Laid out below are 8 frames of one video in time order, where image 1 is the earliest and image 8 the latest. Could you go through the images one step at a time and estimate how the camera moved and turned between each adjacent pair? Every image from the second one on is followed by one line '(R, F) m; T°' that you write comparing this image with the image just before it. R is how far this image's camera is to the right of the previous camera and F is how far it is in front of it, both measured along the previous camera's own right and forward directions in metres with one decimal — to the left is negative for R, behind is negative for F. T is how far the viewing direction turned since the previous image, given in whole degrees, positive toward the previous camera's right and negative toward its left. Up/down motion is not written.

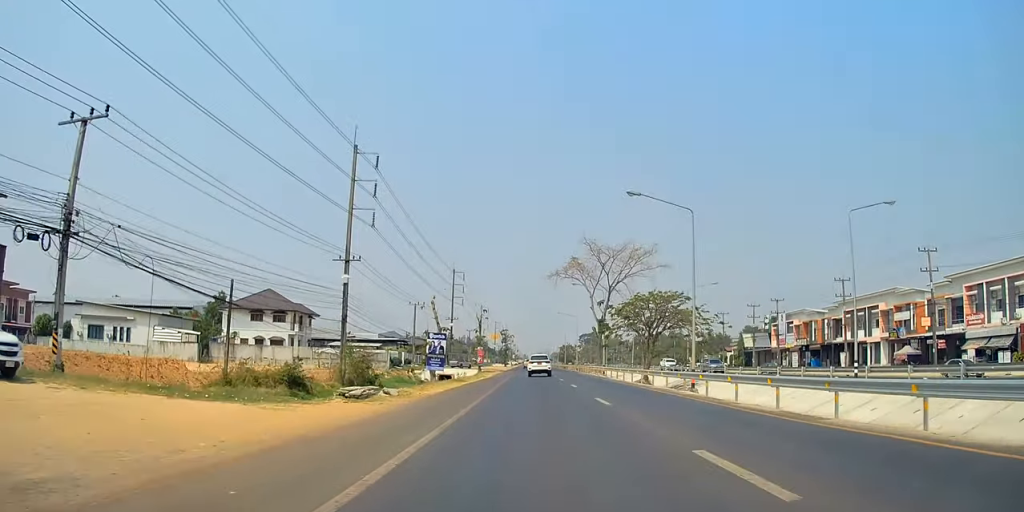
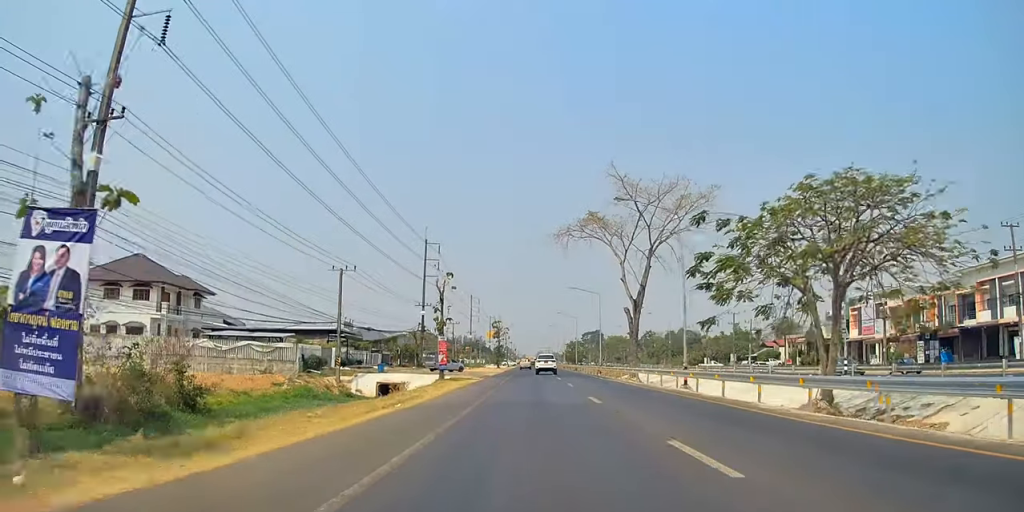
(-0.3, +34.2) m; 0°
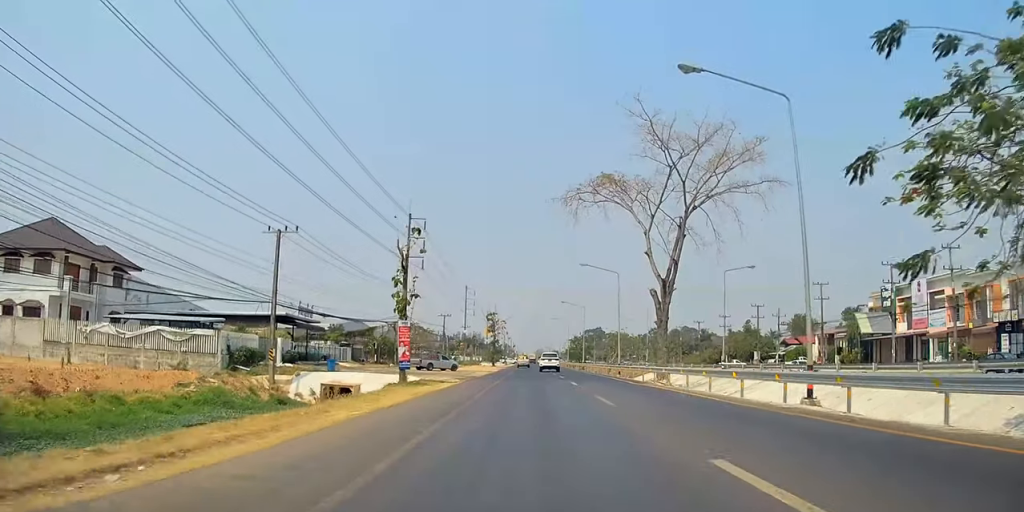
(+0.1, +14.3) m; +1°
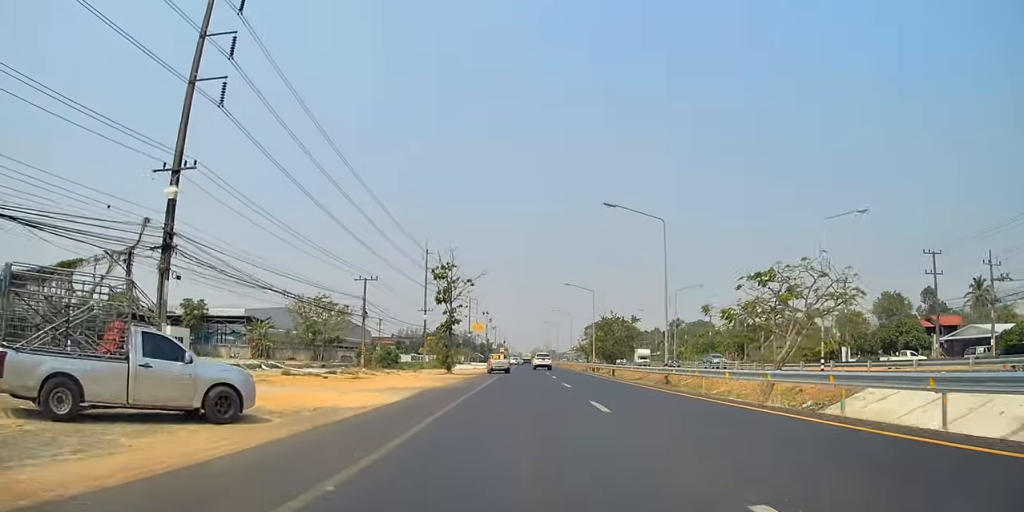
(+0.6, +58.1) m; 0°
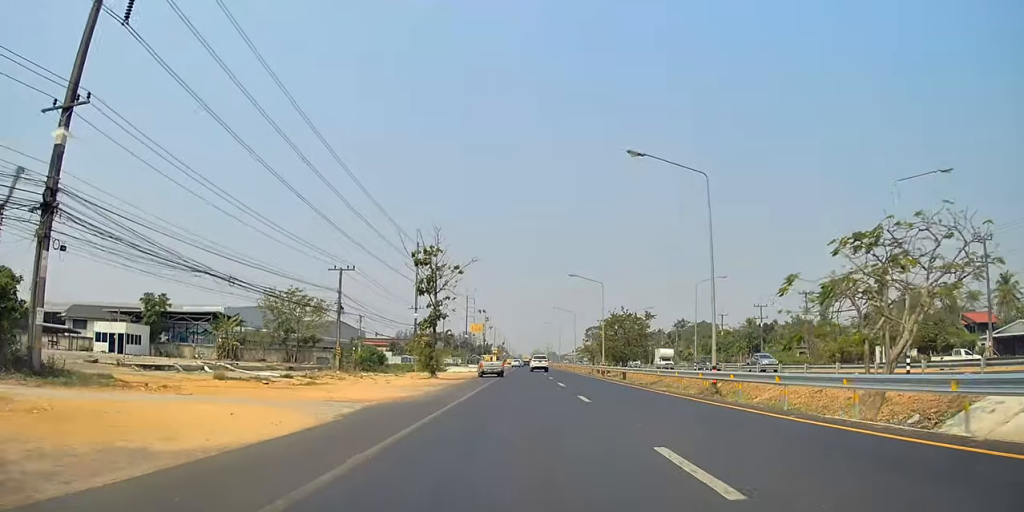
(0.0, +9.0) m; 0°
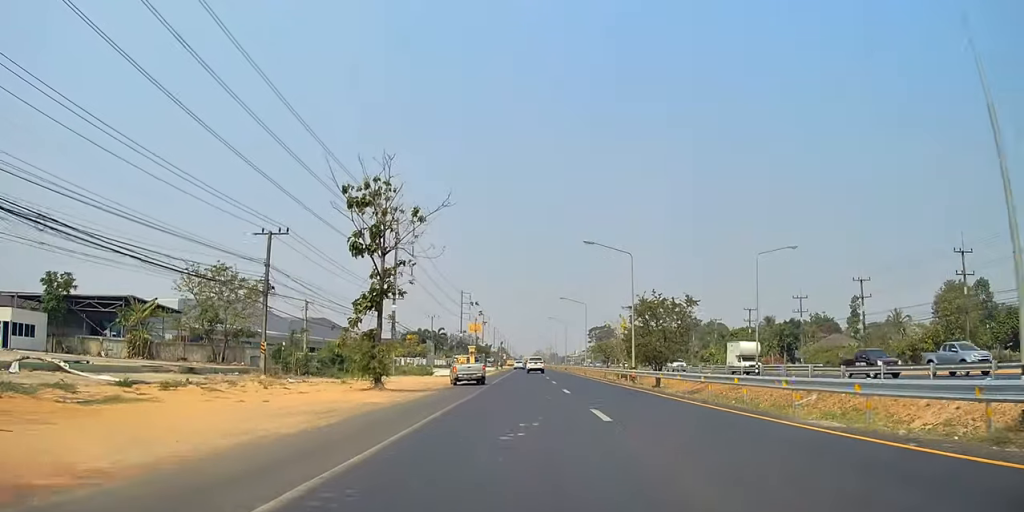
(0.0, +17.3) m; 0°
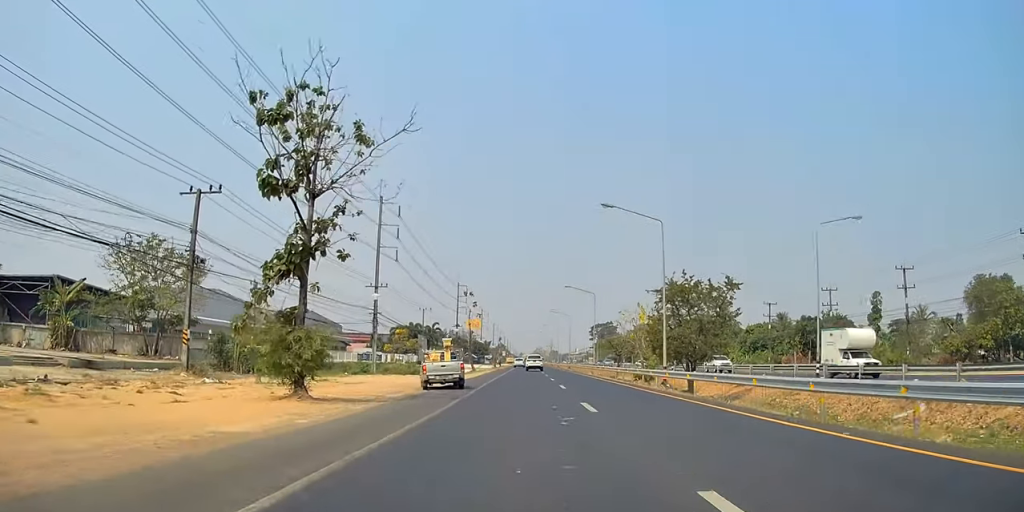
(0.0, +10.0) m; 0°
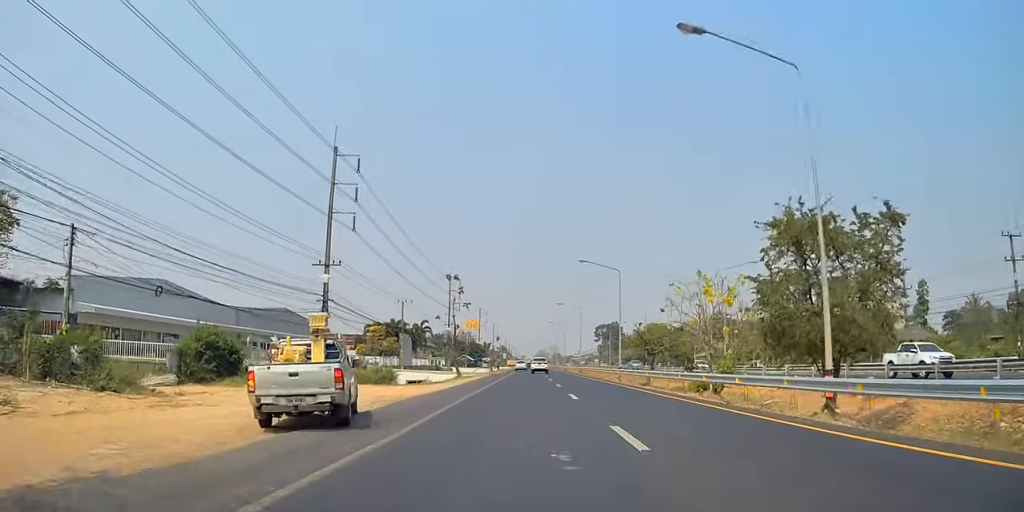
(-0.1, +19.0) m; 0°
